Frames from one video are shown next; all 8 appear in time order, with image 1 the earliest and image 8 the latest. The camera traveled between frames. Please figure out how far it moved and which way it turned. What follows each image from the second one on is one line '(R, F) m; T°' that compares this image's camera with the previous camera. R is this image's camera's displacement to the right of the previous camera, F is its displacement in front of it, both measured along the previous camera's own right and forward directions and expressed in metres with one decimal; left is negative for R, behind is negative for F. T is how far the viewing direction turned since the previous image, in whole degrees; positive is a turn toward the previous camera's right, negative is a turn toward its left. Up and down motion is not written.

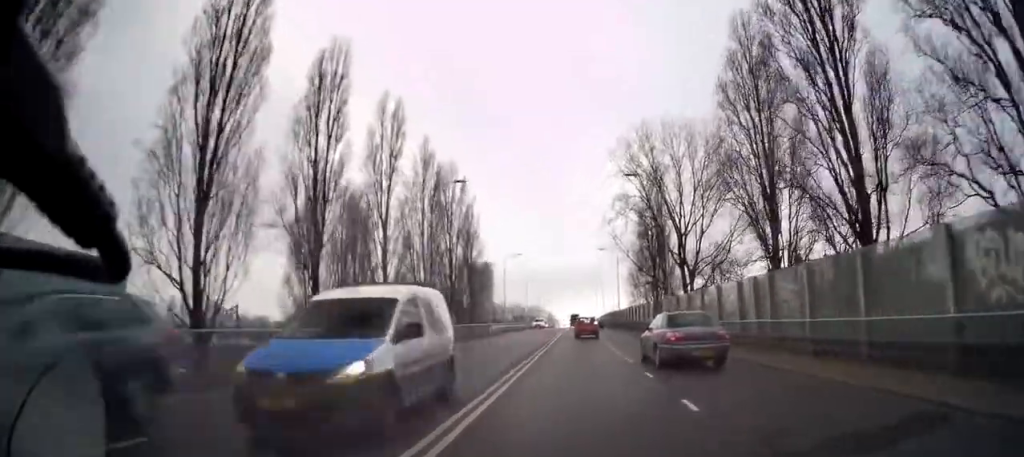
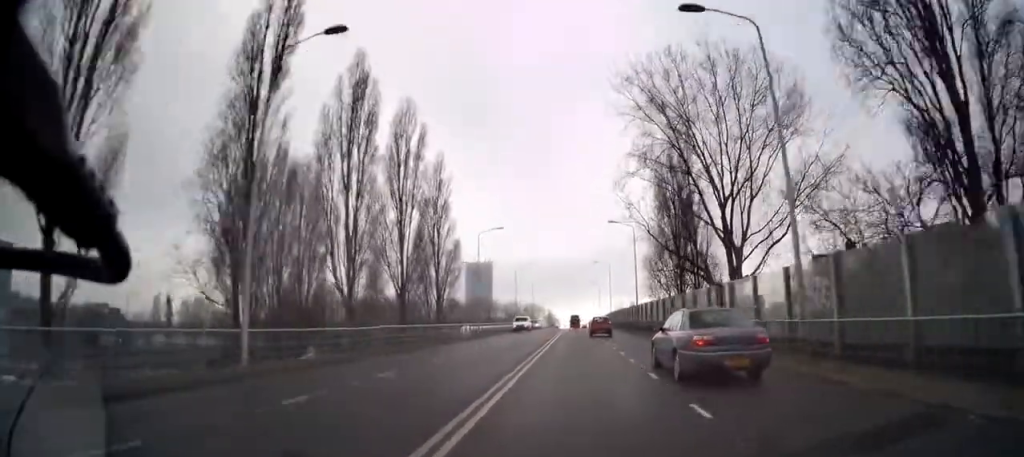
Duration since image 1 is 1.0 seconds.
(+0.3, +17.2) m; +1°
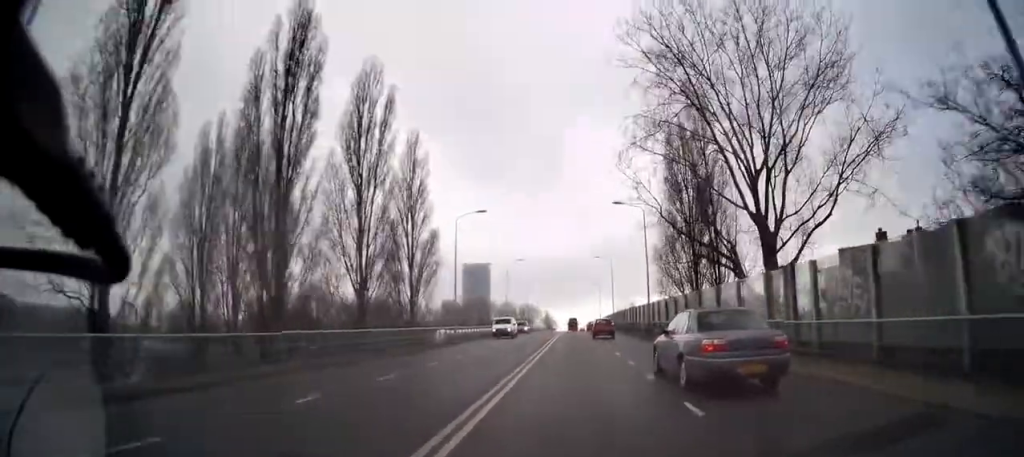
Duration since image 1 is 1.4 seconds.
(0.0, +8.5) m; 0°
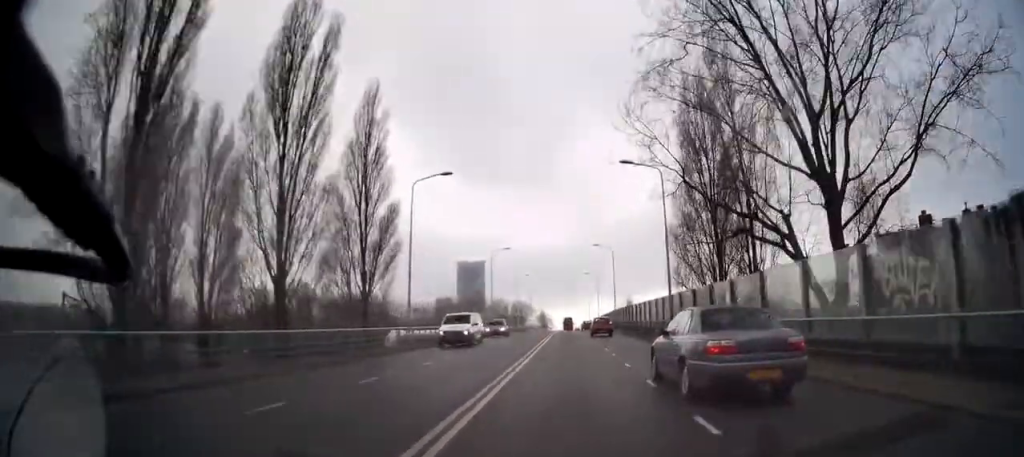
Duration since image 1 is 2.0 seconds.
(0.0, +9.9) m; -1°
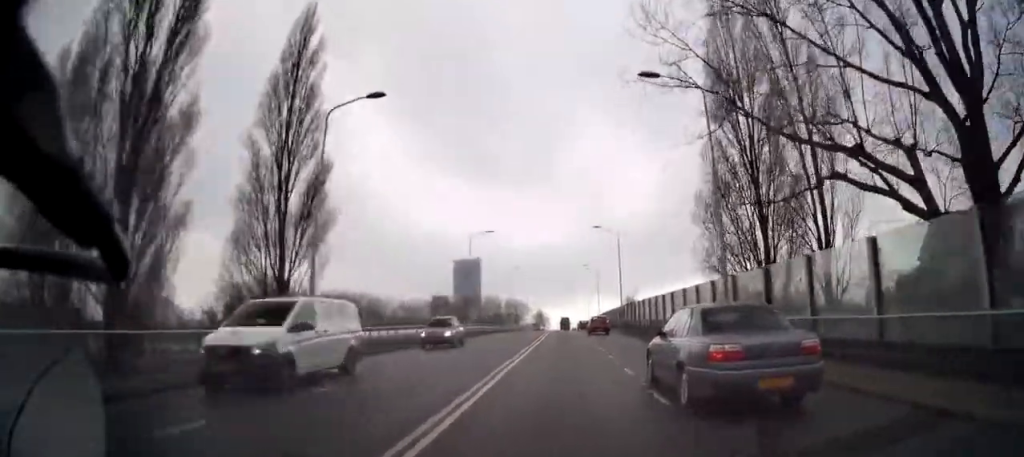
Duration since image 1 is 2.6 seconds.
(-0.1, +11.0) m; 0°
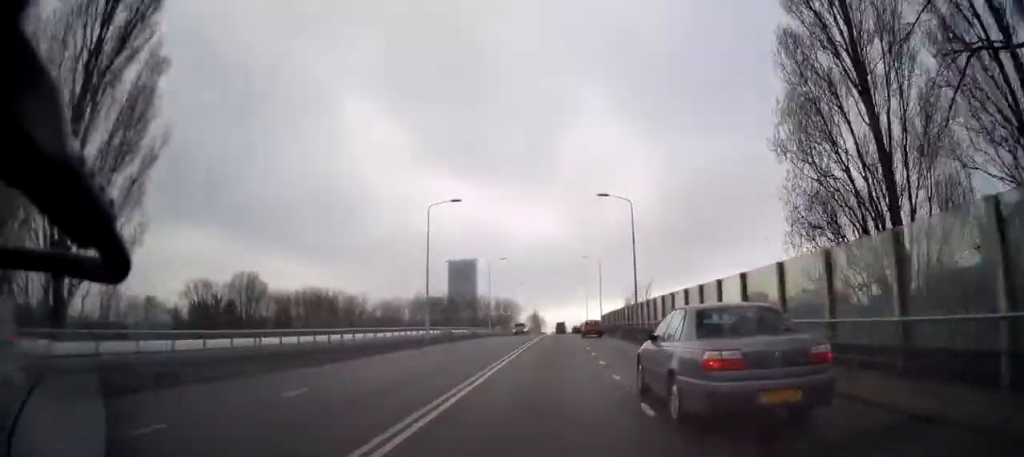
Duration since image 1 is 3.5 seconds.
(0.0, +14.1) m; 0°
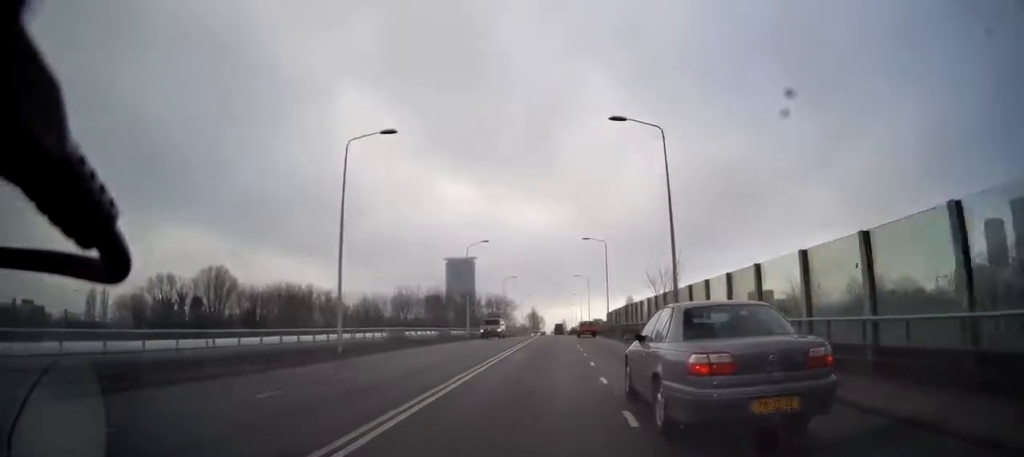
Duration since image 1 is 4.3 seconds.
(+0.1, +13.6) m; -1°
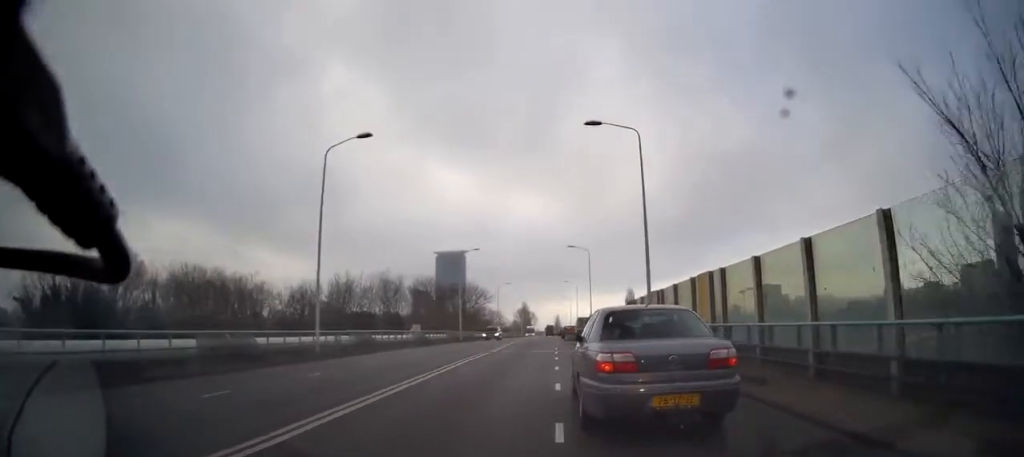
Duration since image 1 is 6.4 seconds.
(0.0, +32.2) m; +1°
